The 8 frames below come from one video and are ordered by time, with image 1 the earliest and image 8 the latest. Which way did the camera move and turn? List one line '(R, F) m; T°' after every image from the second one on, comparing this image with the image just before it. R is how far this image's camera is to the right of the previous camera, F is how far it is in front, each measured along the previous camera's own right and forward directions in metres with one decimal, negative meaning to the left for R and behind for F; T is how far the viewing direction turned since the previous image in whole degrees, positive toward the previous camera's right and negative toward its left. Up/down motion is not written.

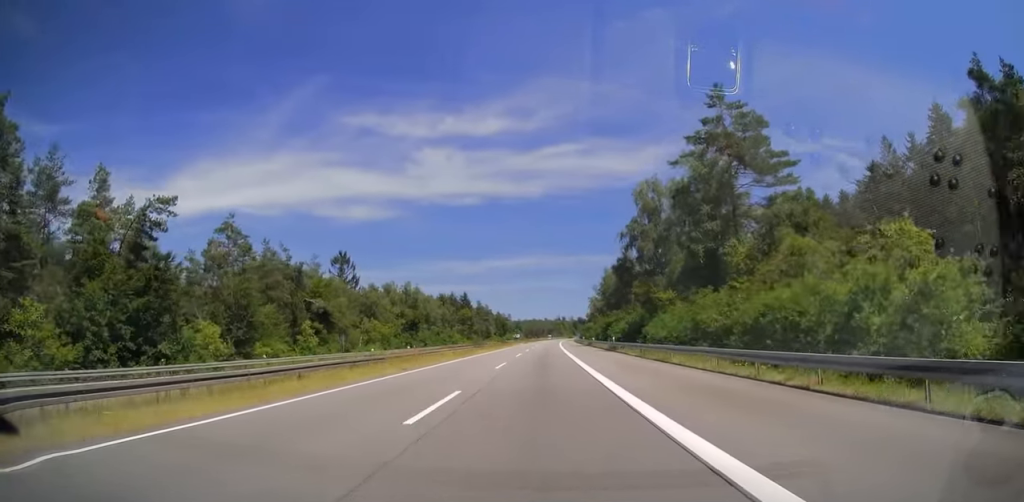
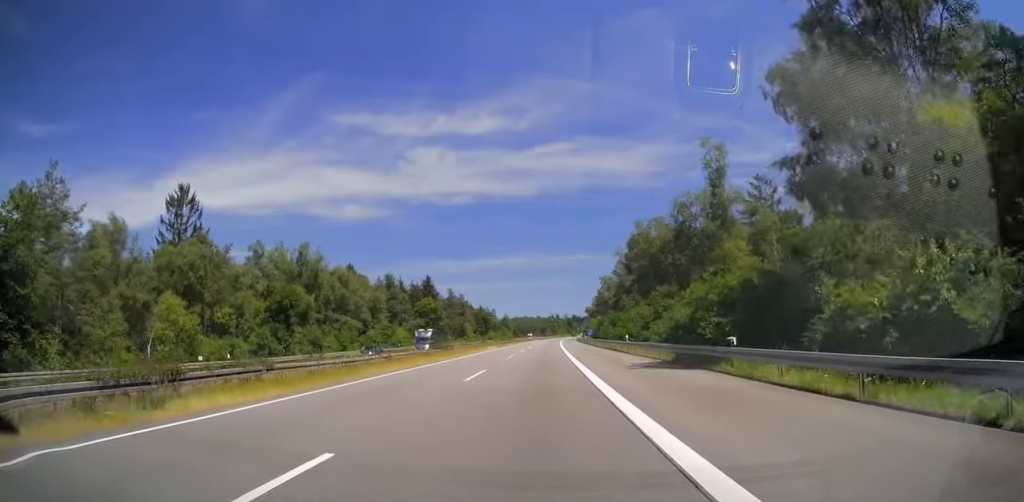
(+0.8, +62.5) m; +1°
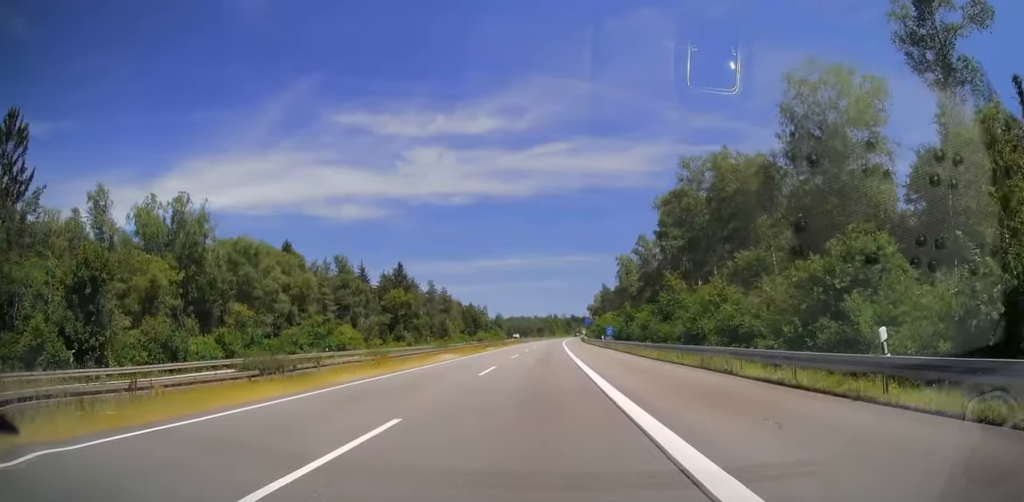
(0.0, +32.8) m; 0°
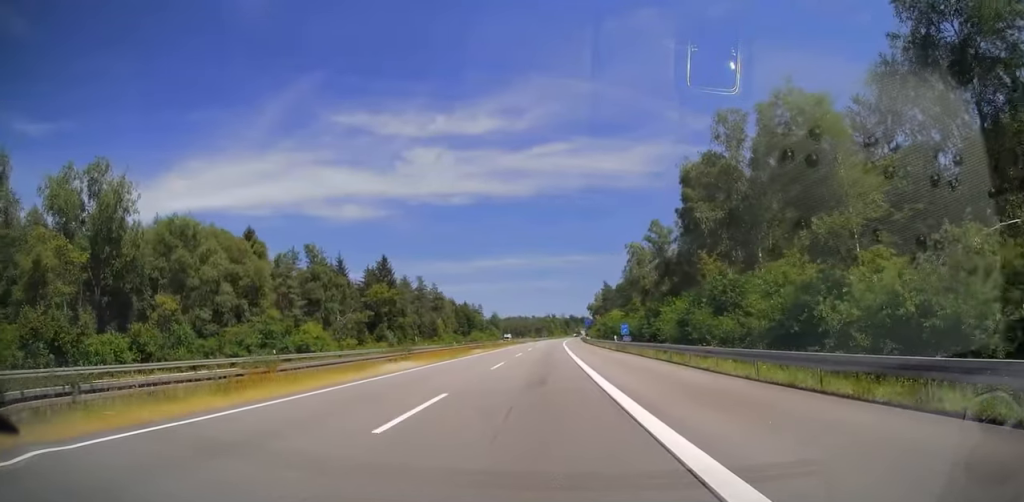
(+0.1, +13.3) m; 0°
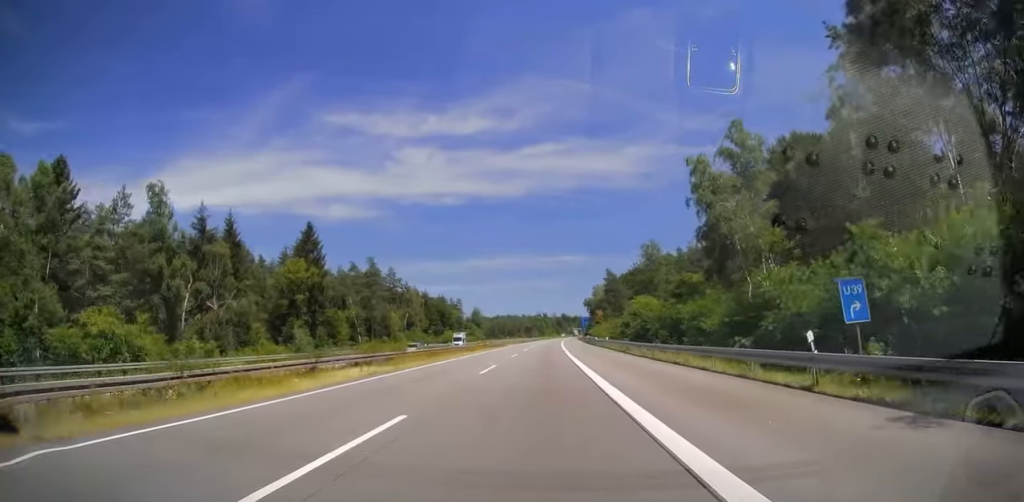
(+0.1, +40.0) m; 0°
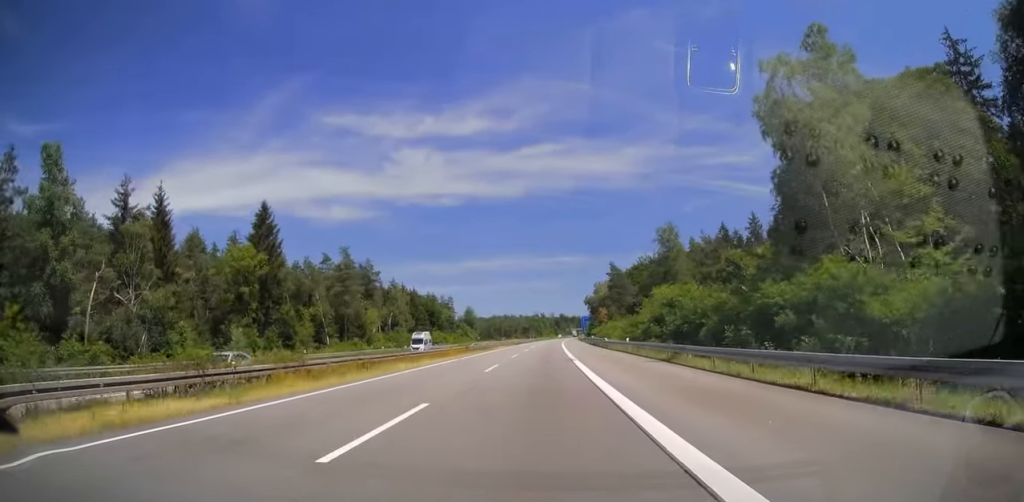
(0.0, +15.9) m; 0°
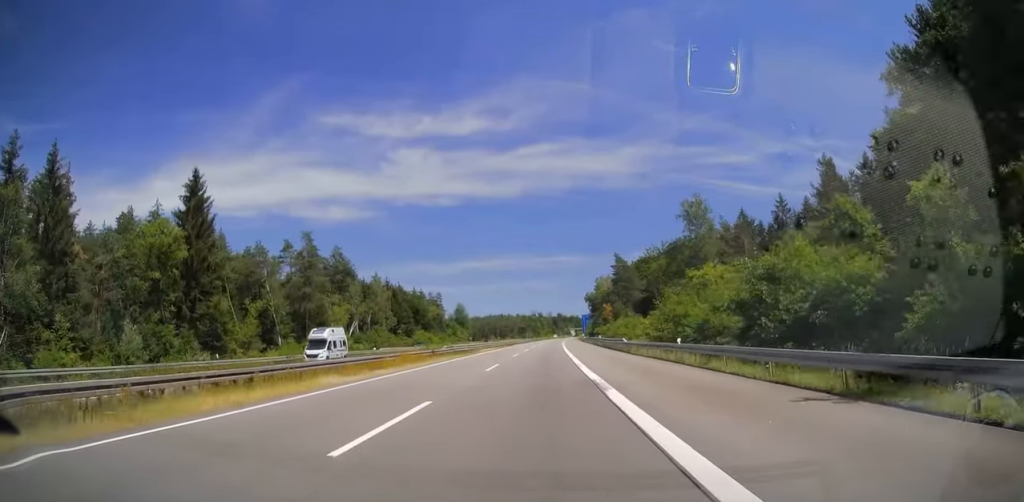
(0.0, +17.4) m; 0°
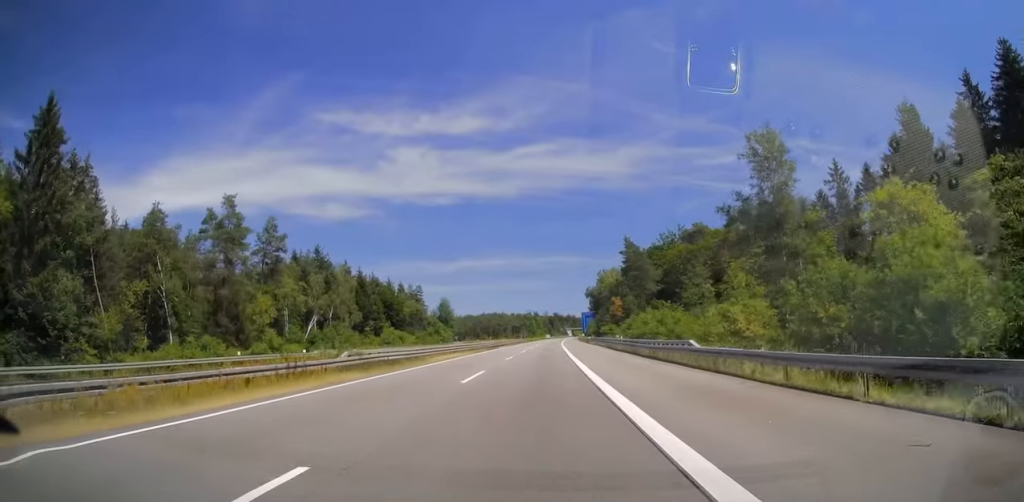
(0.0, +24.7) m; +1°
